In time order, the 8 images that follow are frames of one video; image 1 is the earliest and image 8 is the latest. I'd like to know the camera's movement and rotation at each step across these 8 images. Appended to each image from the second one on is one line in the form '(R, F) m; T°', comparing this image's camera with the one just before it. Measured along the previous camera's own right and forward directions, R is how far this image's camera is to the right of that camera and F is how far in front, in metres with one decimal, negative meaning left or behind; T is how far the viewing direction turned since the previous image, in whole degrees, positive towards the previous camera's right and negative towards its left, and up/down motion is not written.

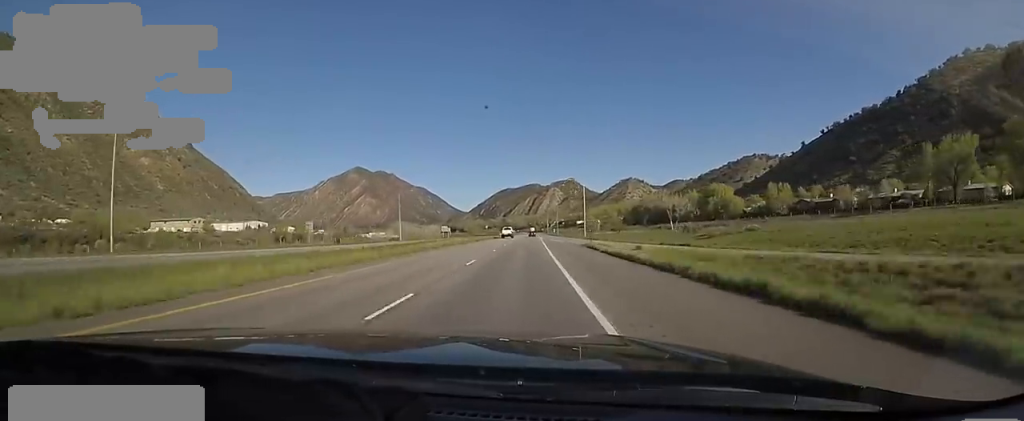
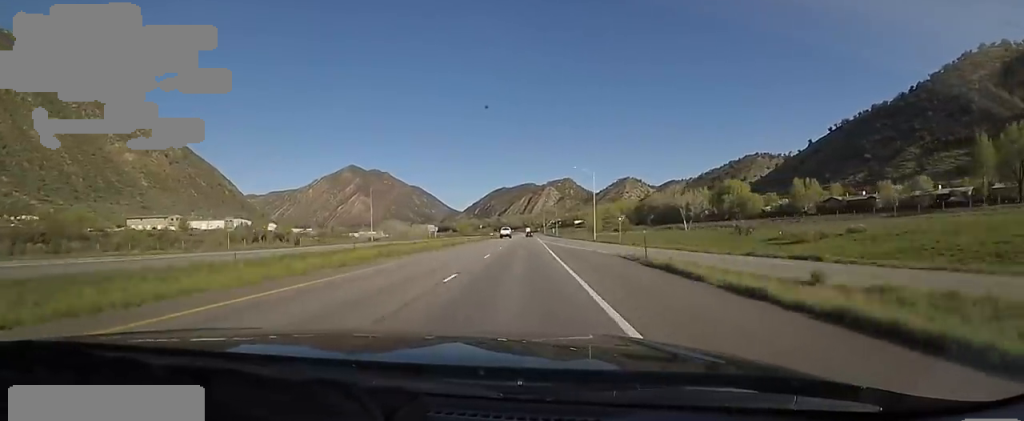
(+0.4, +18.7) m; 0°
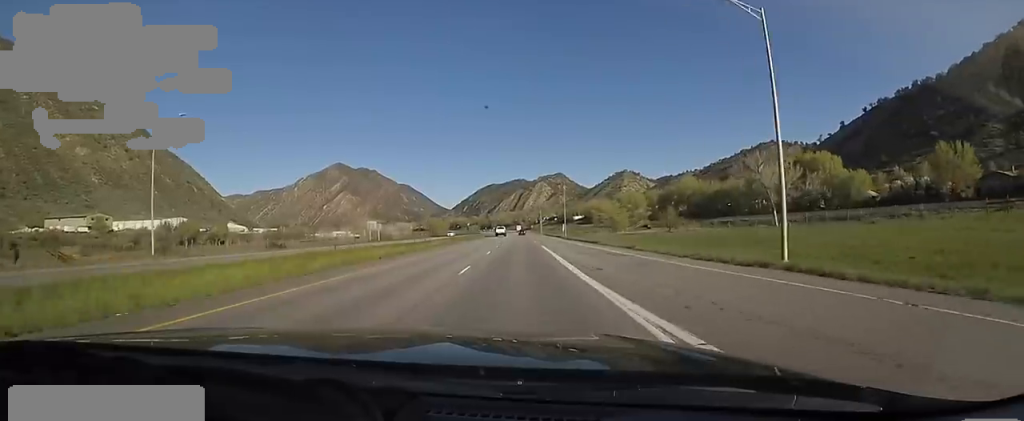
(-0.1, +59.3) m; 0°
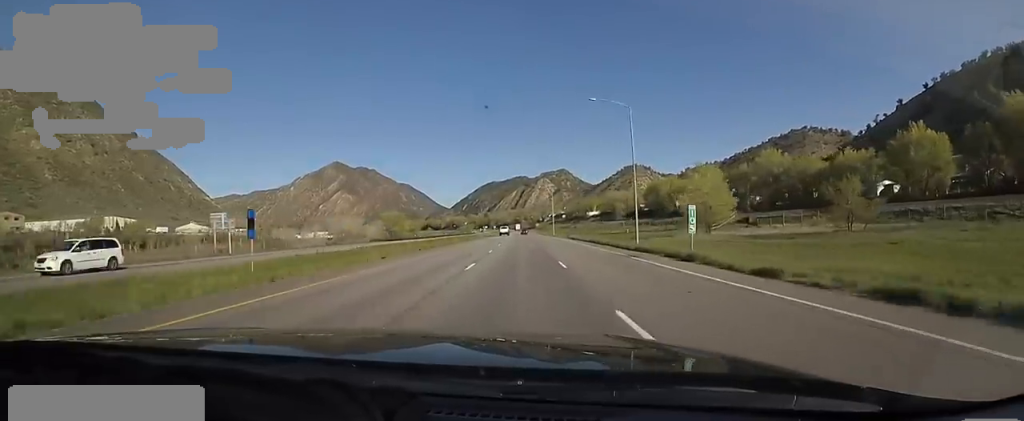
(-0.8, +61.7) m; -1°
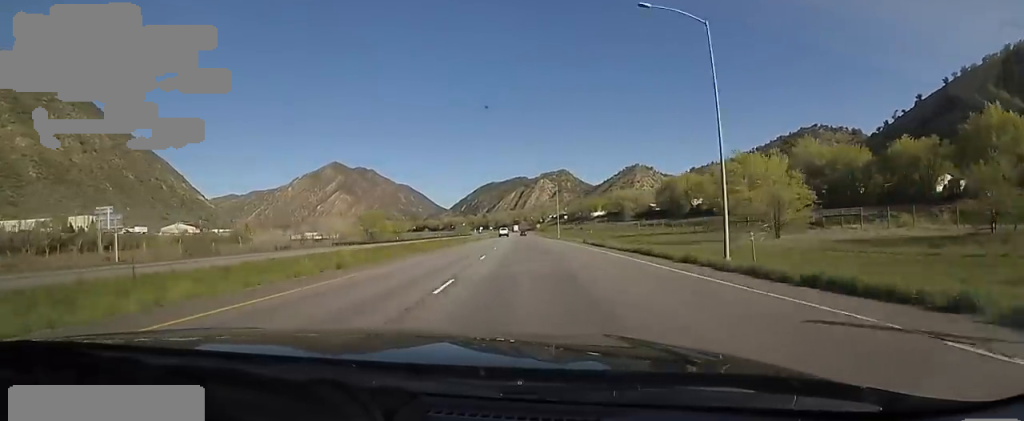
(-0.1, +17.8) m; +1°
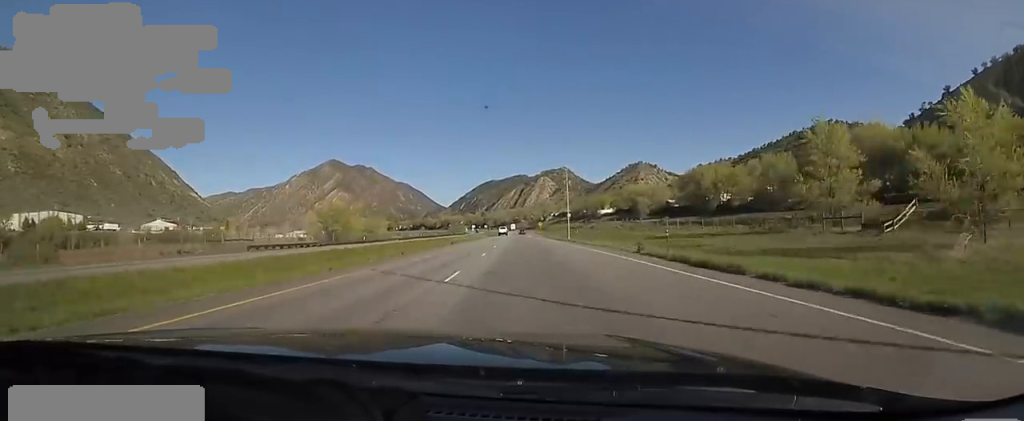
(+0.5, +22.9) m; 0°
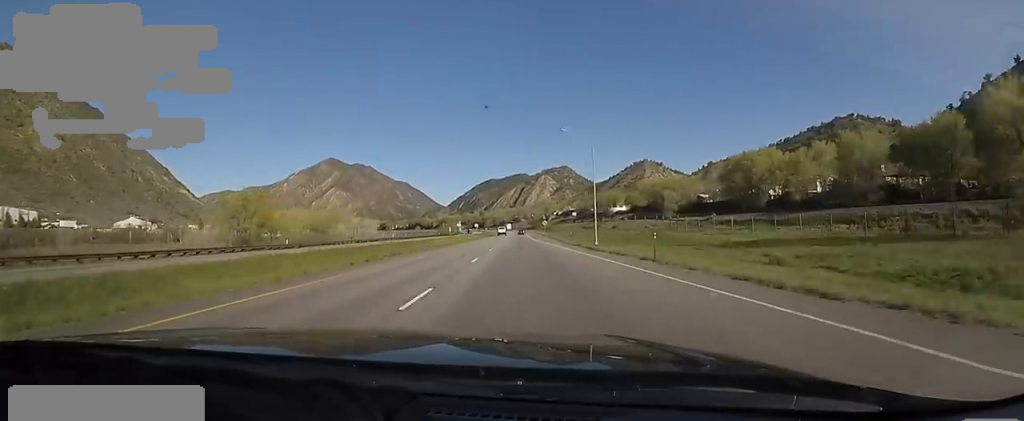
(-0.4, +29.1) m; 0°
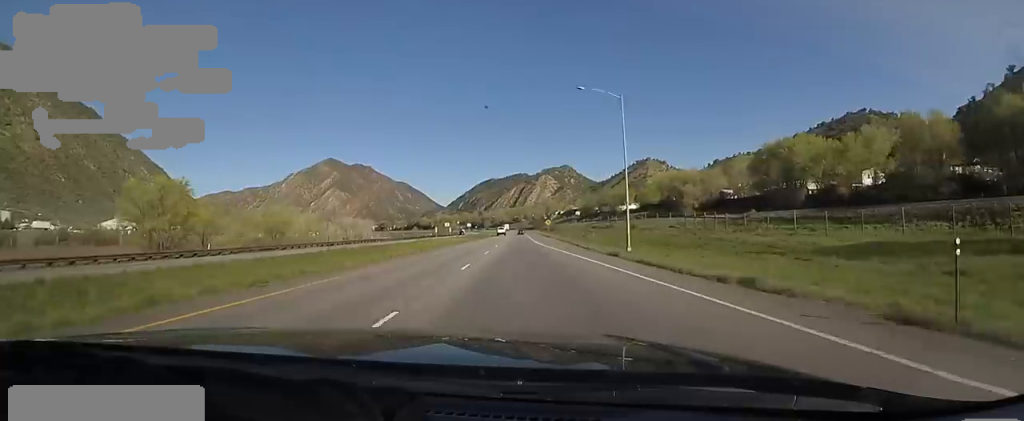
(0.0, +15.6) m; 0°
